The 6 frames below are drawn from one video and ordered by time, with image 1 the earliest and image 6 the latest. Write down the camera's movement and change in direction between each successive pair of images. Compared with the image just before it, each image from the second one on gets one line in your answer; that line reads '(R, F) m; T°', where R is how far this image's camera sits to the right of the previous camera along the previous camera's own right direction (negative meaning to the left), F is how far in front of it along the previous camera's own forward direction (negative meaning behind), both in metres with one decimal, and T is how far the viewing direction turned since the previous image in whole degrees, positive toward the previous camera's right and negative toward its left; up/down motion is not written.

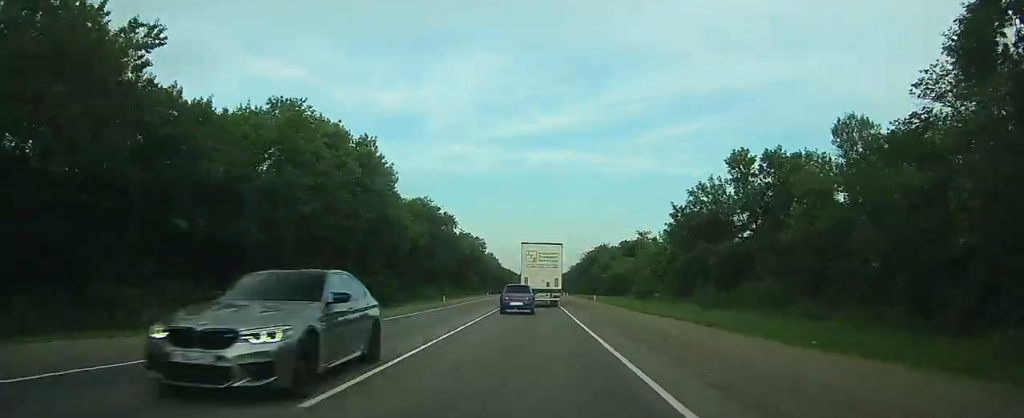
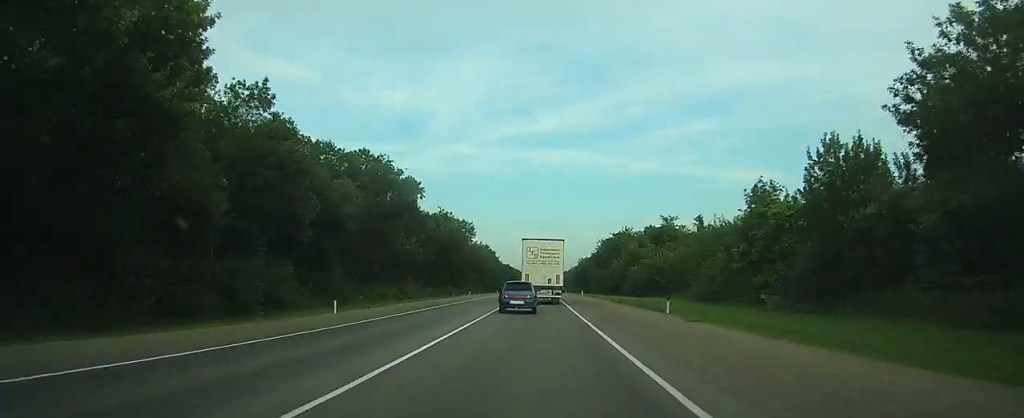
(-0.1, +26.7) m; 0°
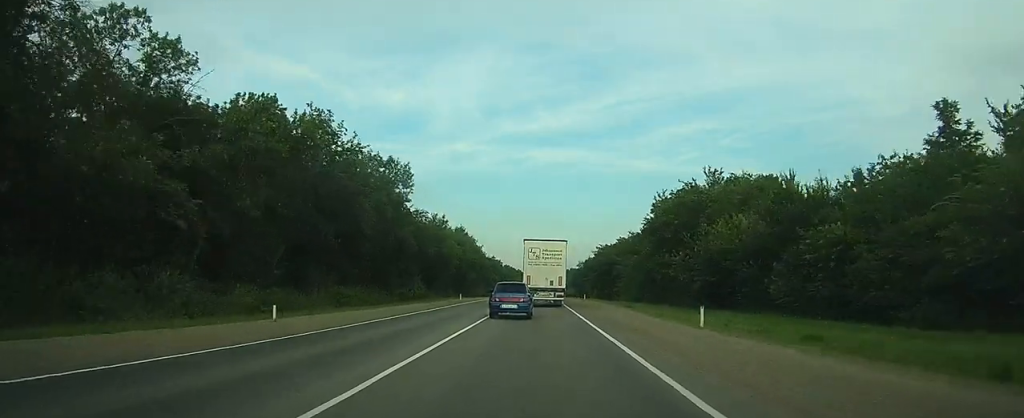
(-0.1, +58.0) m; 0°
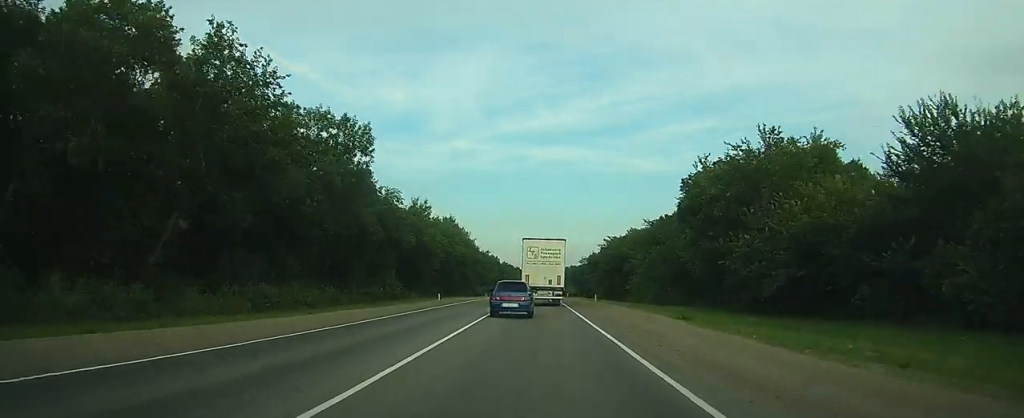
(0.0, +16.5) m; 0°
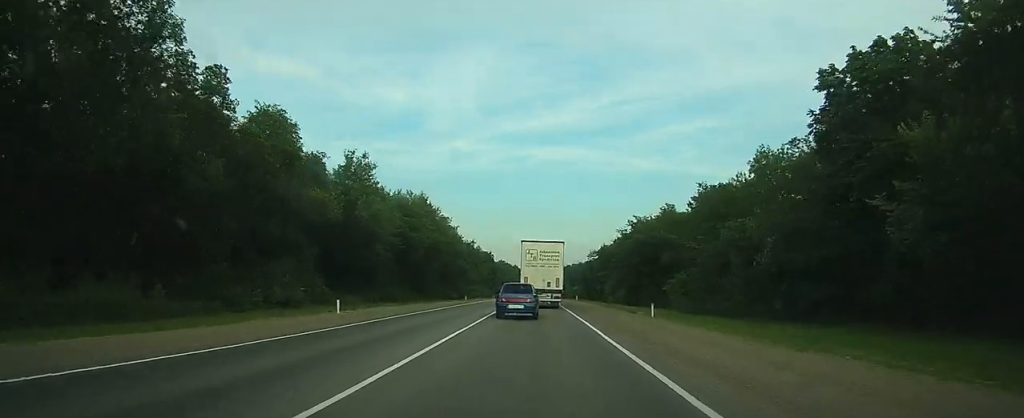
(-0.1, +30.8) m; 0°
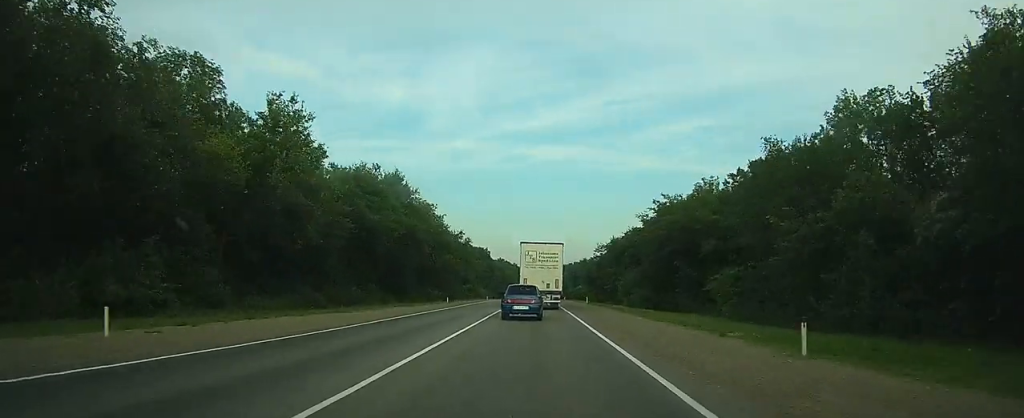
(0.0, +16.6) m; 0°
